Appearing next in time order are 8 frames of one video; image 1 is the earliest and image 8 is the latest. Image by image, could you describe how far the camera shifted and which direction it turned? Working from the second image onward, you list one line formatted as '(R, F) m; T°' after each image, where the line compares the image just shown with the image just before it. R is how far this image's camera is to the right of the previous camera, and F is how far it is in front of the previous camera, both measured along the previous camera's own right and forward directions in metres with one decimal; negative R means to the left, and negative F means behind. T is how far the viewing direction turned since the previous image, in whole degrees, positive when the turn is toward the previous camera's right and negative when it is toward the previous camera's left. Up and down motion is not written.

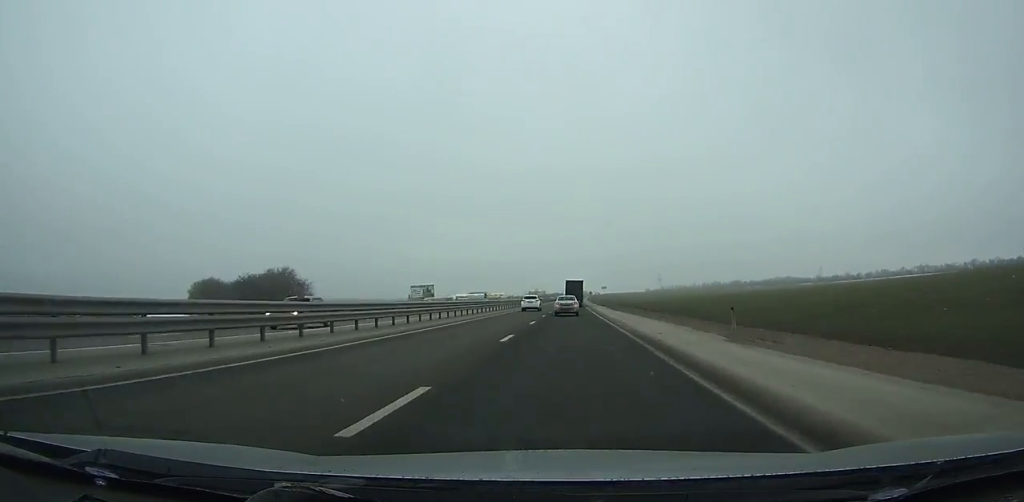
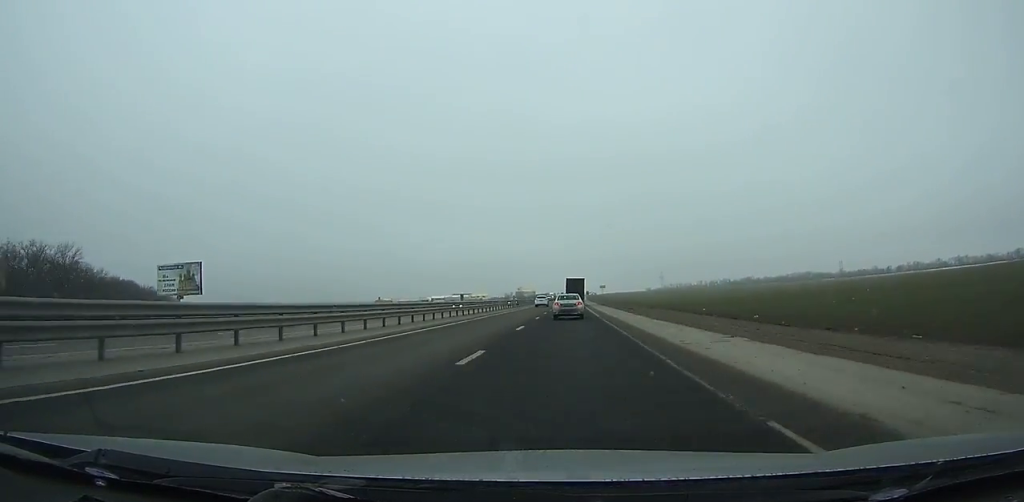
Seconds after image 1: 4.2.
(+0.4, +90.2) m; 0°
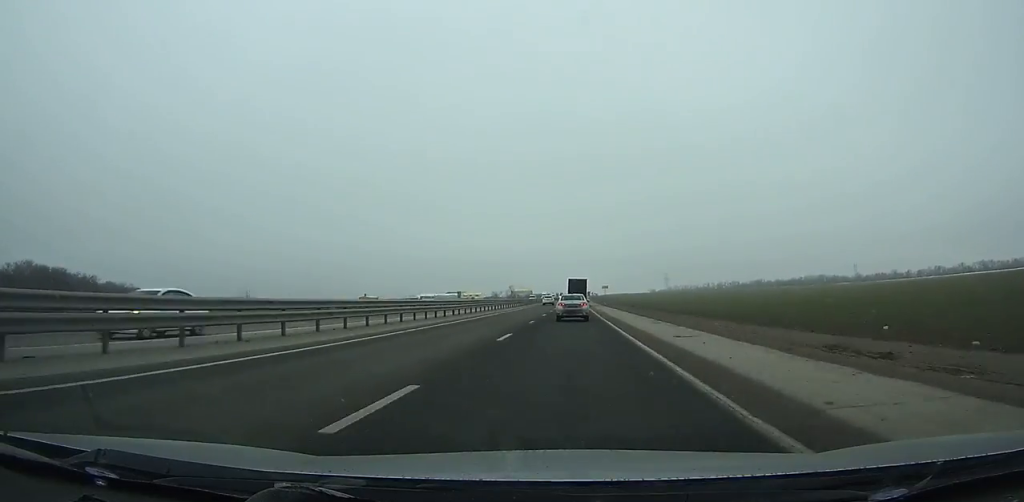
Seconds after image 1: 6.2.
(+0.1, +42.8) m; 0°
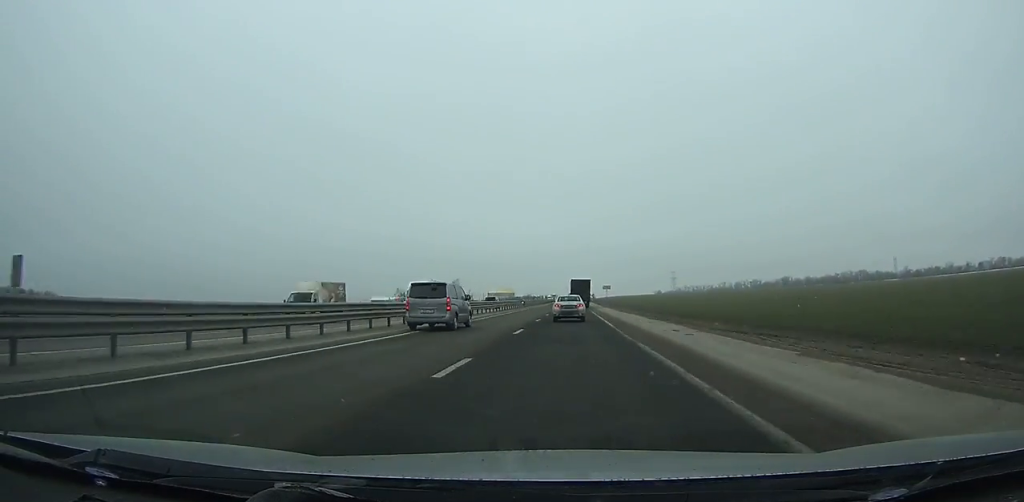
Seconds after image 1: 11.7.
(+0.6, +117.5) m; 0°
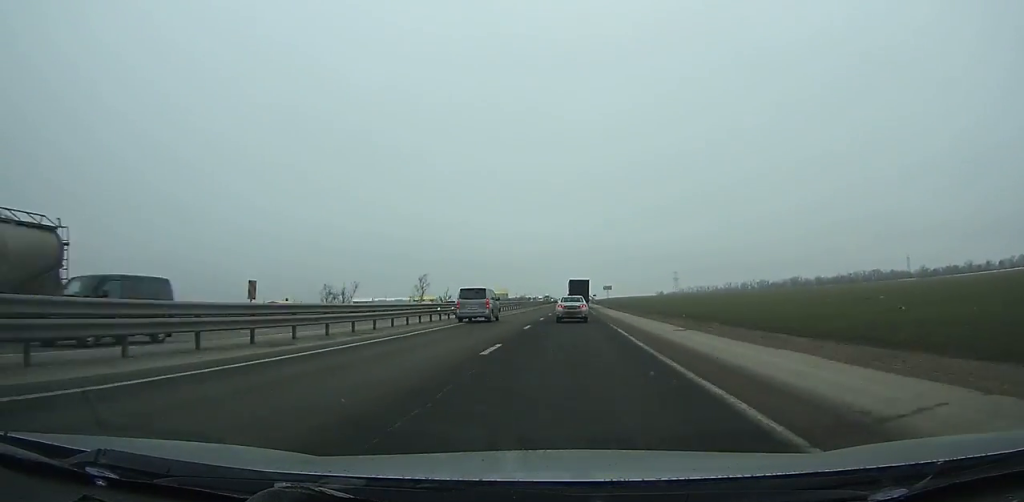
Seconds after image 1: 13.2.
(0.0, +32.0) m; 0°
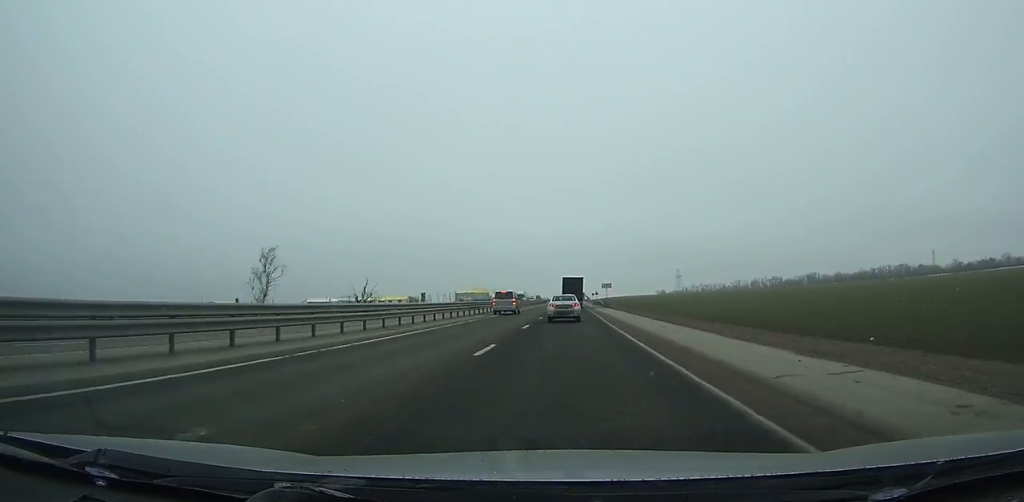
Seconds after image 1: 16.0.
(+0.1, +59.6) m; 0°
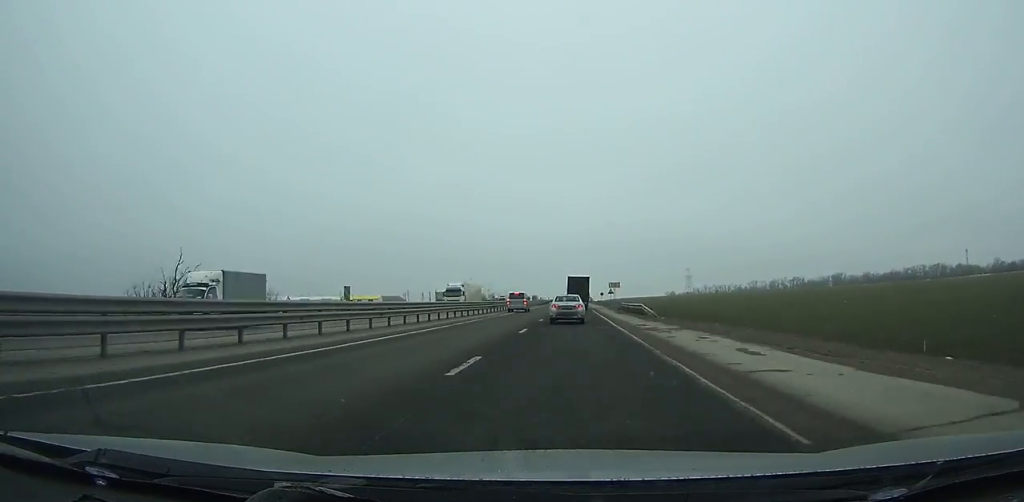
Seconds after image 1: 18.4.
(+0.1, +50.6) m; 0°
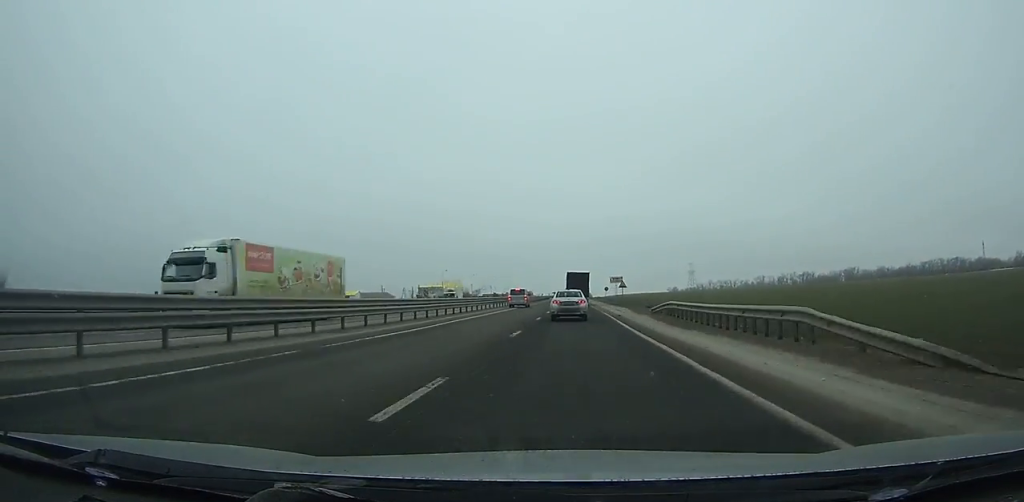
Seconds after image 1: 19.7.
(+0.1, +27.1) m; 0°
